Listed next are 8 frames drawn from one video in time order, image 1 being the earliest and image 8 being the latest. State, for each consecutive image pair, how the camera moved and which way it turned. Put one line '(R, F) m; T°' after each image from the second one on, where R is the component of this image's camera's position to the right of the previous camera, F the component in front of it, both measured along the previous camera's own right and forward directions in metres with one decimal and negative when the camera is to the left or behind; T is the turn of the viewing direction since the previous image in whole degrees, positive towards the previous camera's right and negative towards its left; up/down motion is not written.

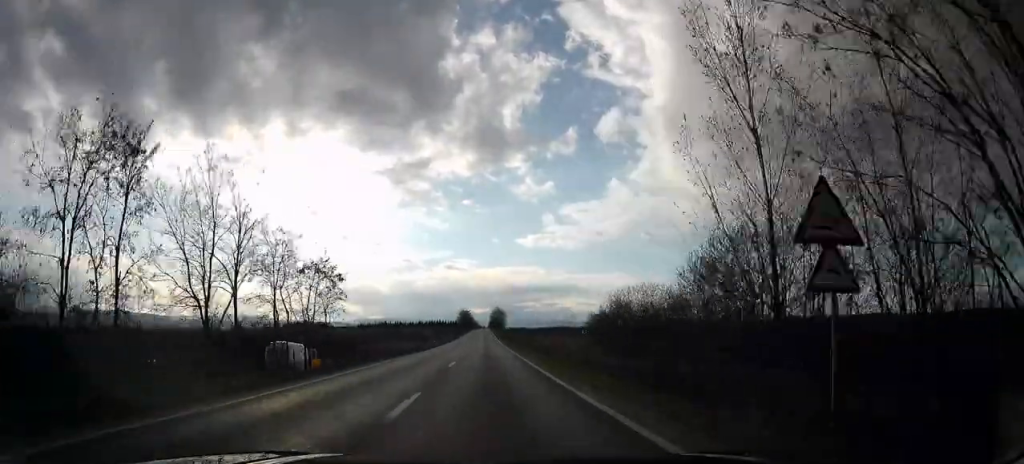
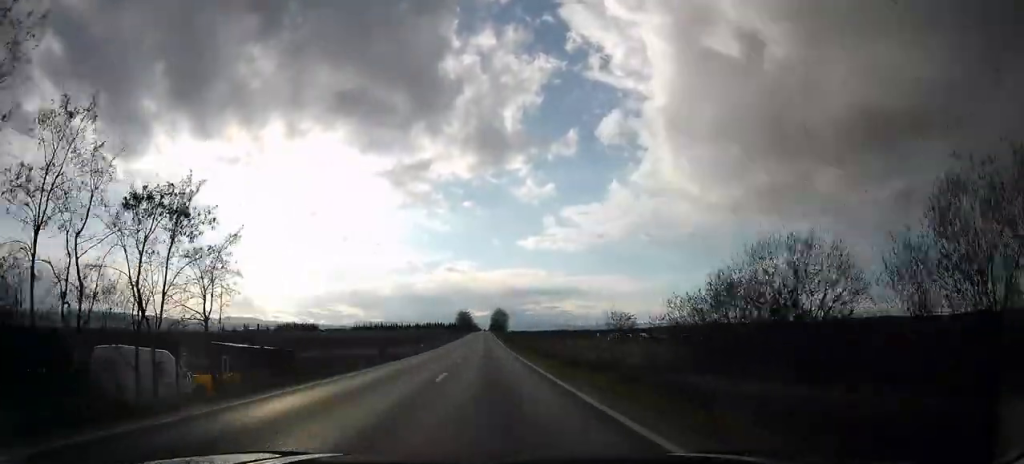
(0.0, +16.8) m; 0°
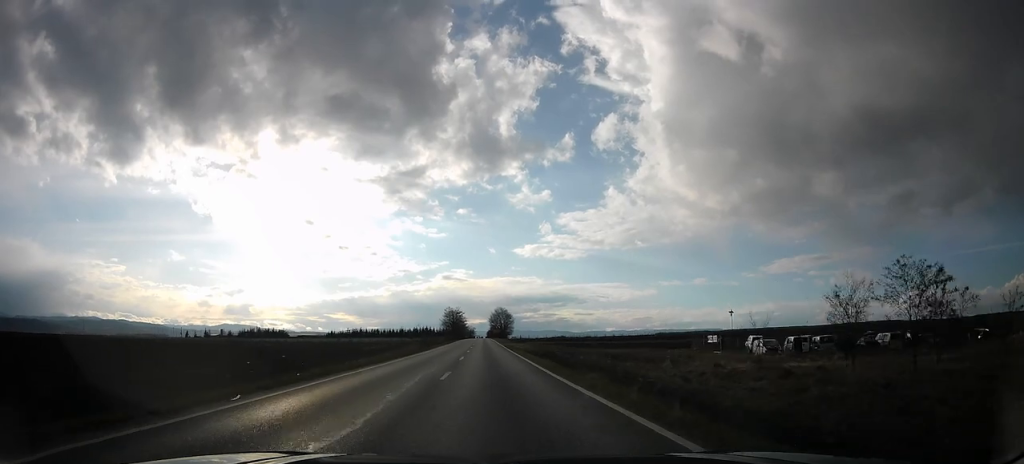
(0.0, +57.7) m; 0°
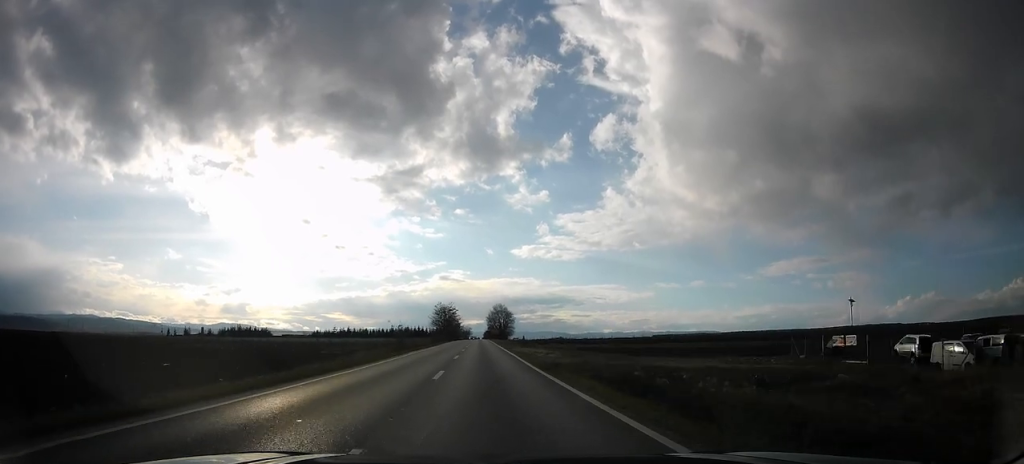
(0.0, +23.1) m; +1°
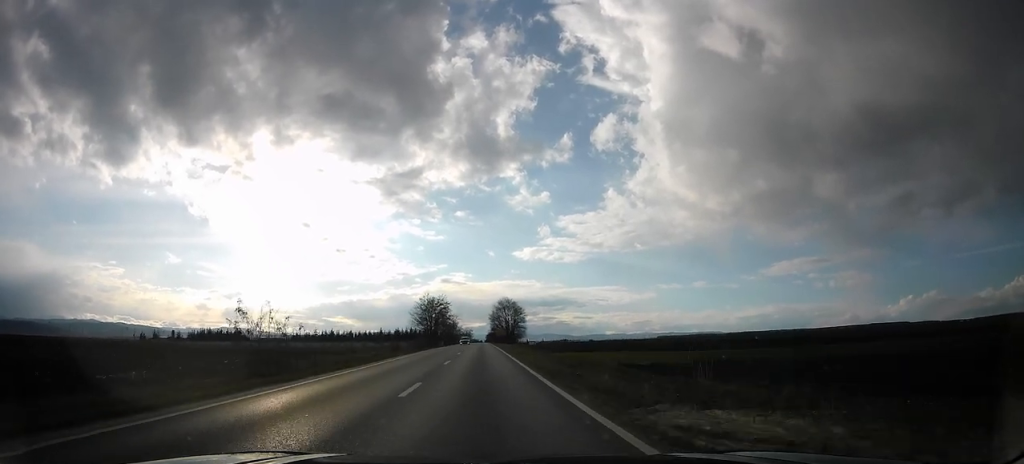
(+0.4, +38.7) m; +2°
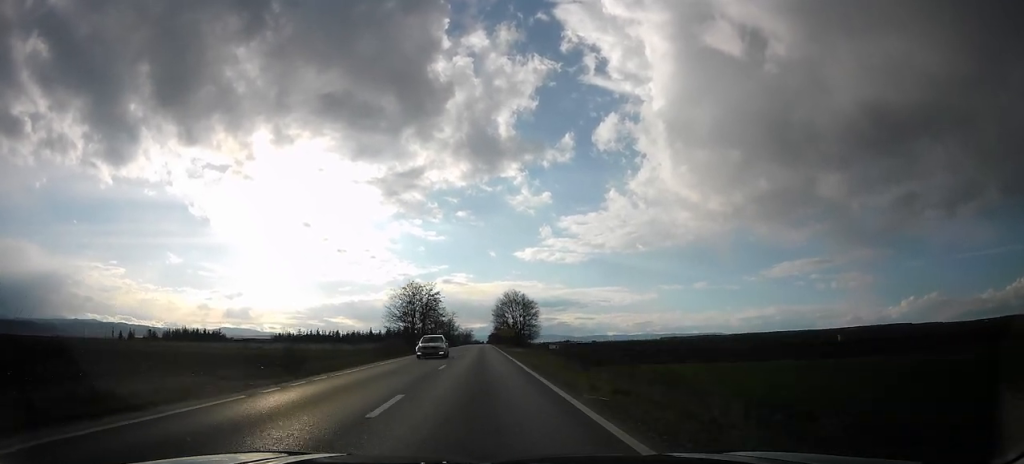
(+0.4, +26.3) m; +1°
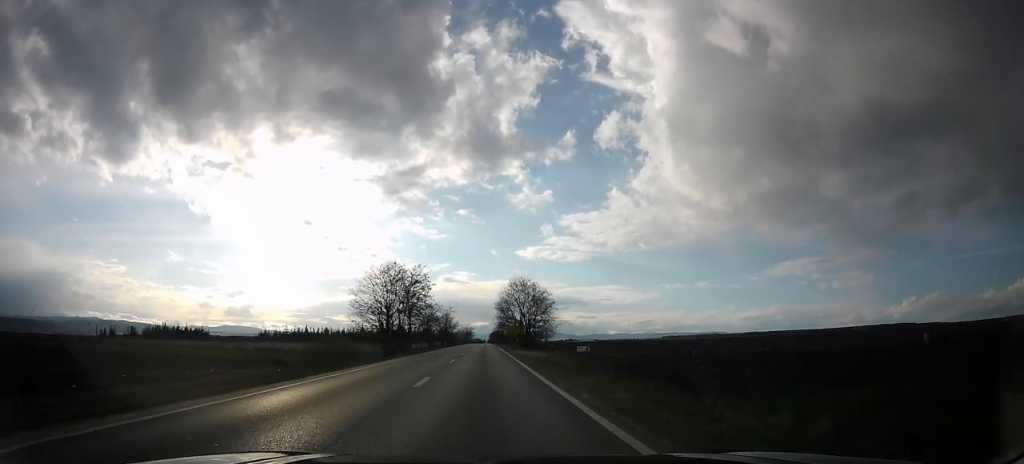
(0.0, +18.9) m; -1°
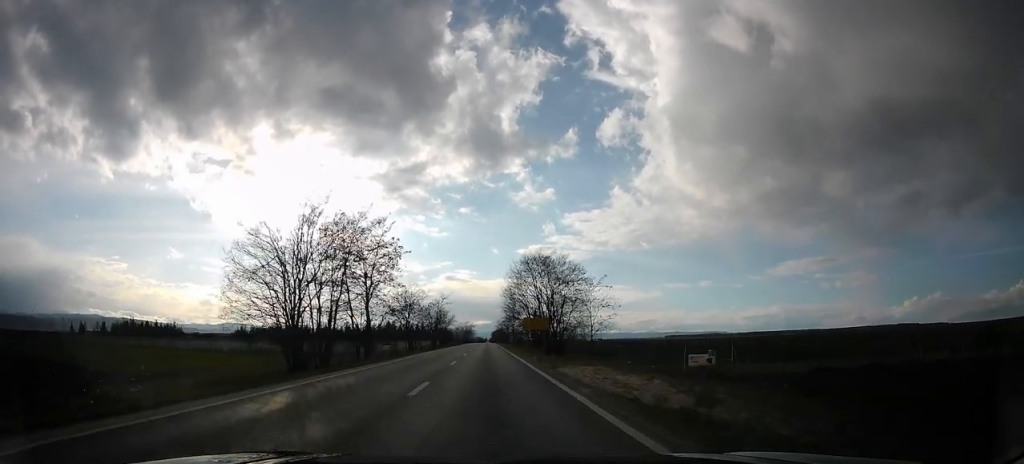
(-0.2, +26.1) m; -2°
